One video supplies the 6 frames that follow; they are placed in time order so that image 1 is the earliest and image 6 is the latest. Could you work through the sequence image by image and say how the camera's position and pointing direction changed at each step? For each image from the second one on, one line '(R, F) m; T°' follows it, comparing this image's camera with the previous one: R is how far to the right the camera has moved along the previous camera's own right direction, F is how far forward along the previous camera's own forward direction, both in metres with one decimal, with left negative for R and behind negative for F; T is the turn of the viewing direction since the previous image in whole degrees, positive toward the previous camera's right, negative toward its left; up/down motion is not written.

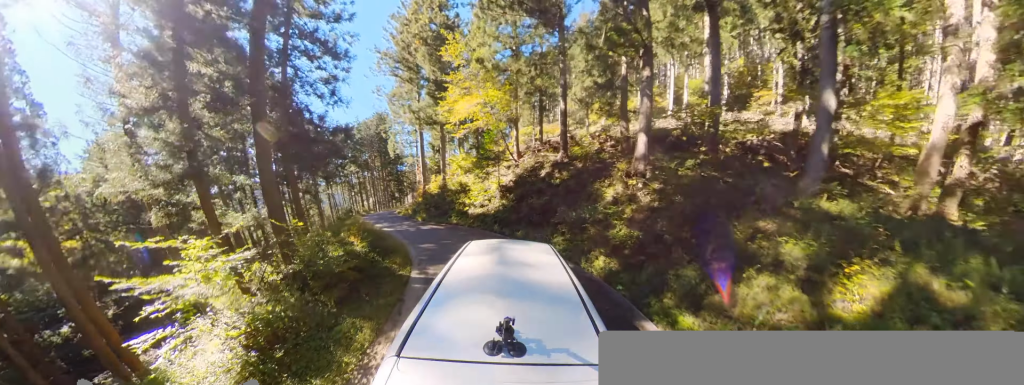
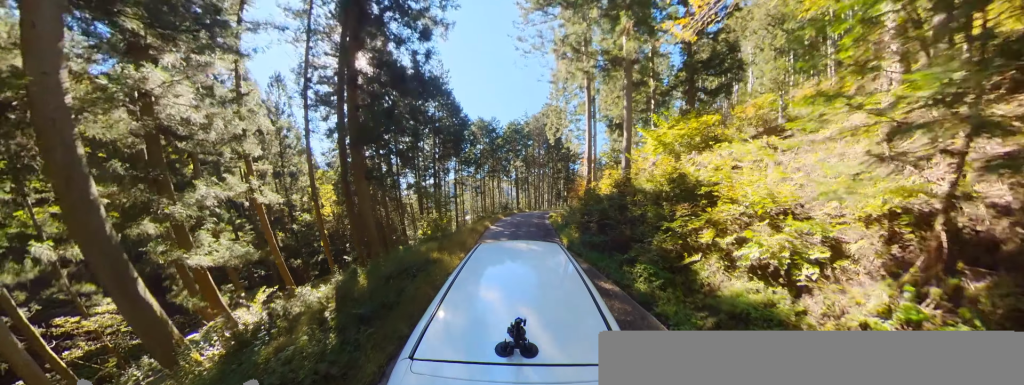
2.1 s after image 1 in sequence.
(+2.1, +13.9) m; +11°
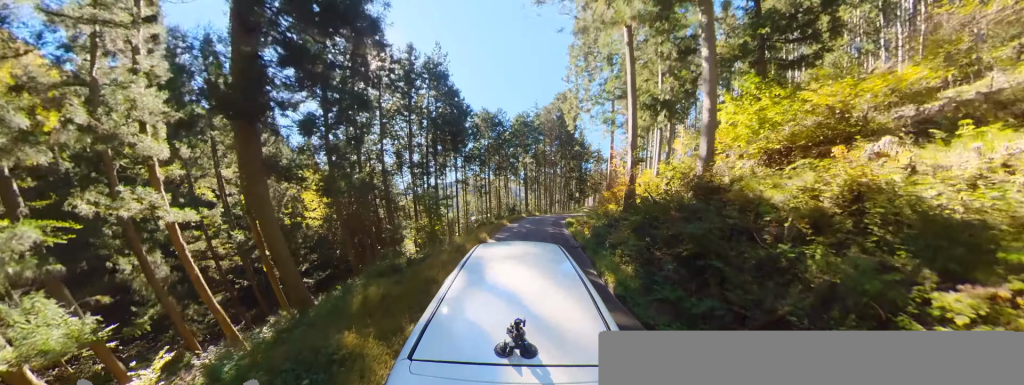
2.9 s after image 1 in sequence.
(0.0, +5.4) m; +4°
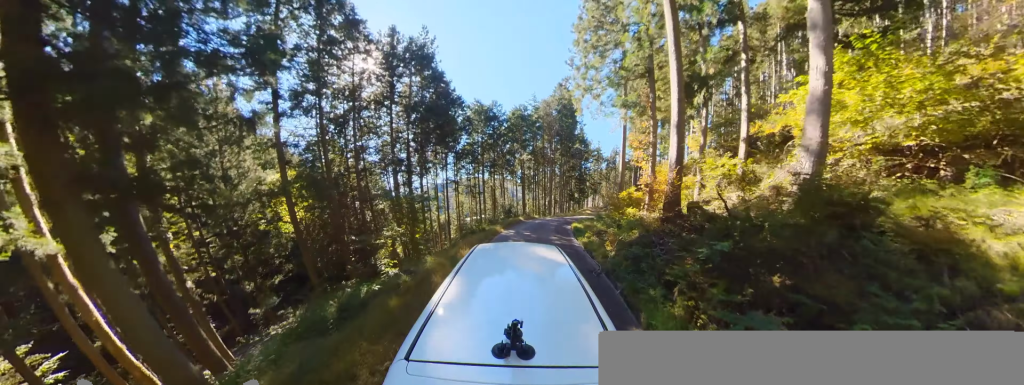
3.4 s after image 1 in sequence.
(-0.1, +3.1) m; +5°
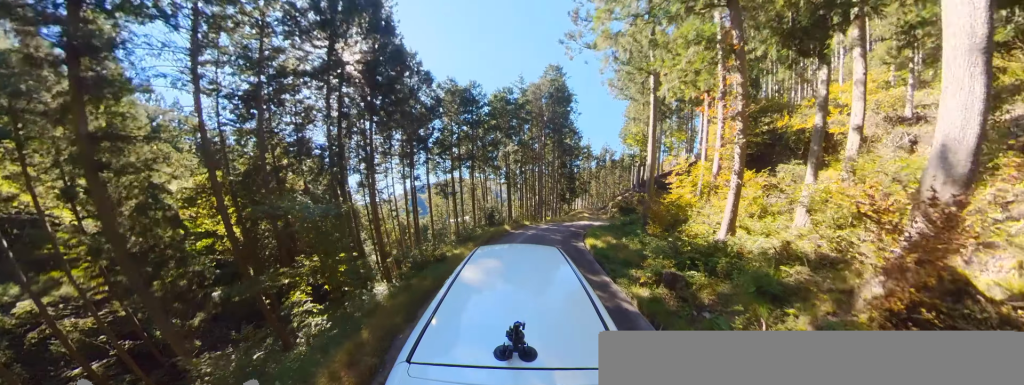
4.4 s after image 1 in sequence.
(+0.7, +4.6) m; +26°
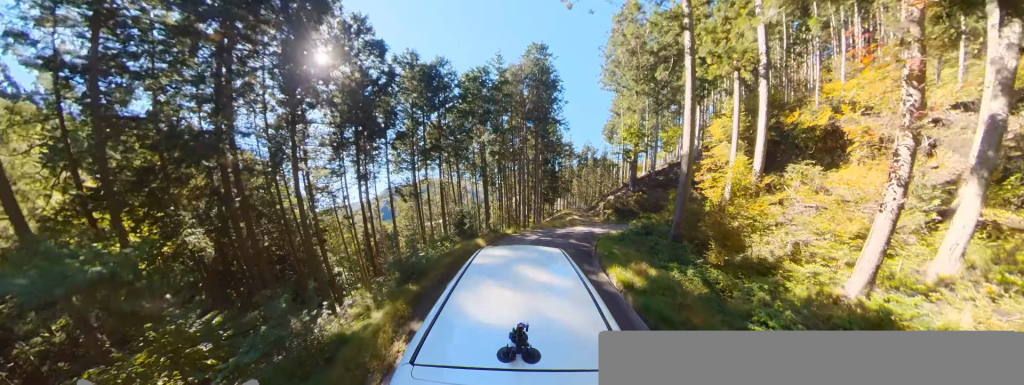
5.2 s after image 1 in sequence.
(+1.1, +2.7) m; +22°
